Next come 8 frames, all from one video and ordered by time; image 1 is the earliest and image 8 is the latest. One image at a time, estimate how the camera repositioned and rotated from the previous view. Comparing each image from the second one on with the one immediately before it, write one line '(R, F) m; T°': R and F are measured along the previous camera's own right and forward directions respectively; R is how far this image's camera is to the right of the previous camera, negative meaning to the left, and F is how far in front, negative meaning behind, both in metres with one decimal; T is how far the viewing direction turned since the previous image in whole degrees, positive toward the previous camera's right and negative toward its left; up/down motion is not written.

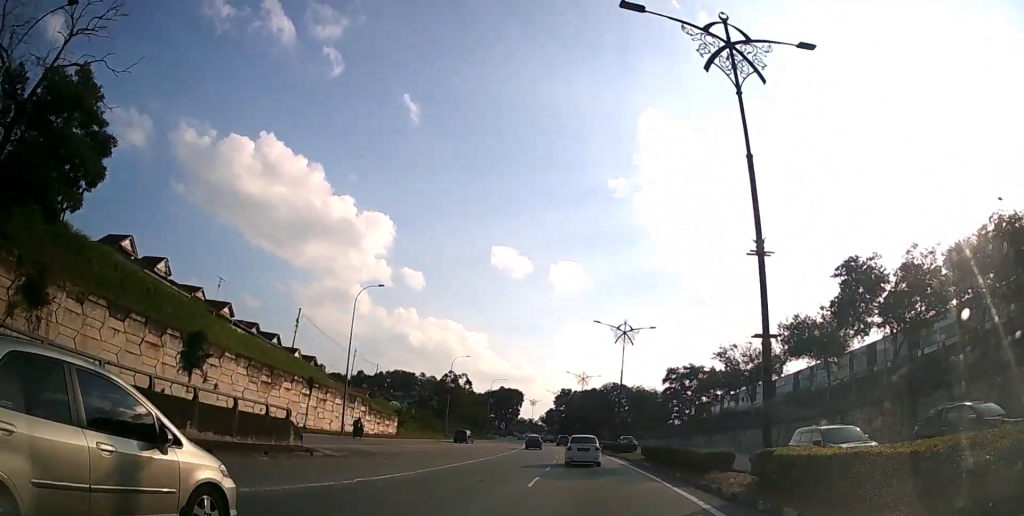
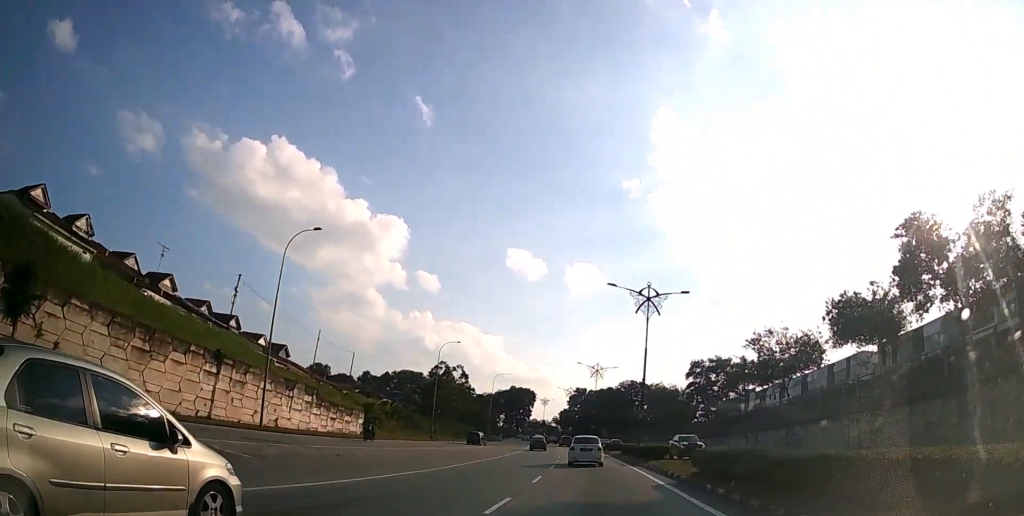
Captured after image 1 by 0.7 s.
(-0.1, +13.6) m; -2°
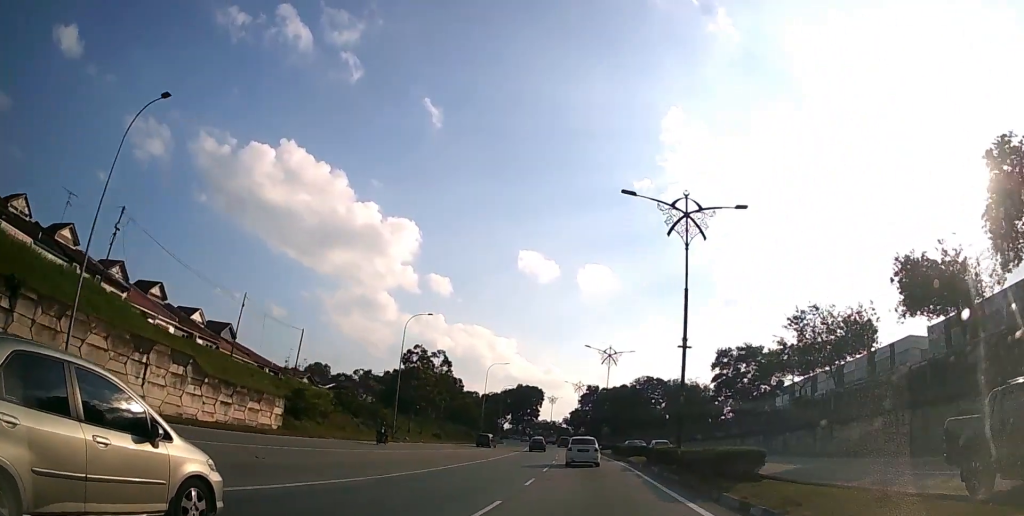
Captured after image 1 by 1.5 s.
(-0.4, +16.0) m; -2°
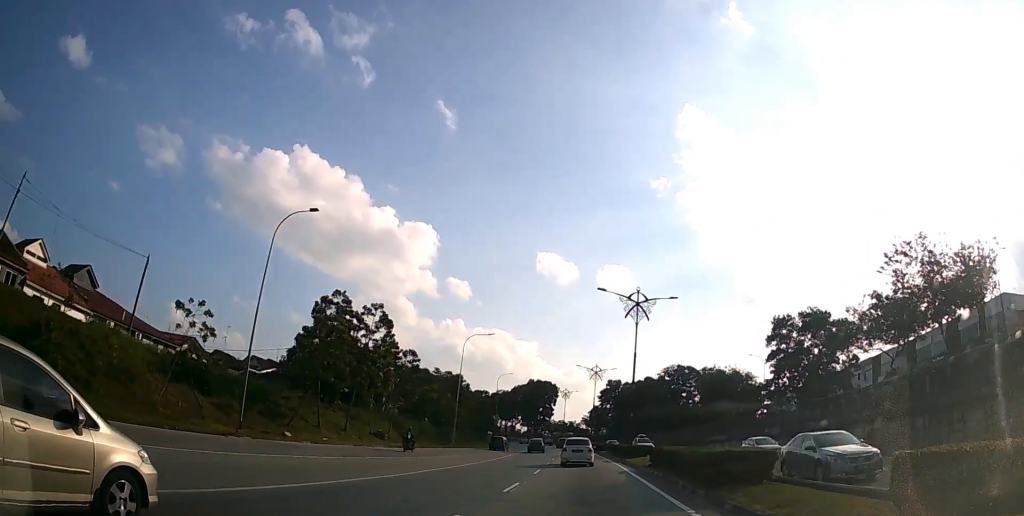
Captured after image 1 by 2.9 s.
(-0.4, +25.9) m; -2°
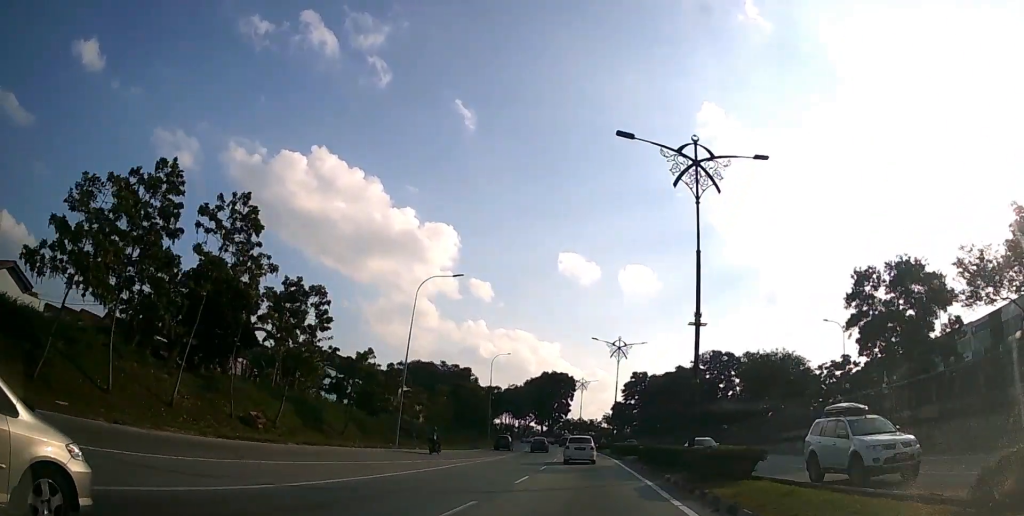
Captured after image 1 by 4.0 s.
(-0.6, +22.2) m; -3°
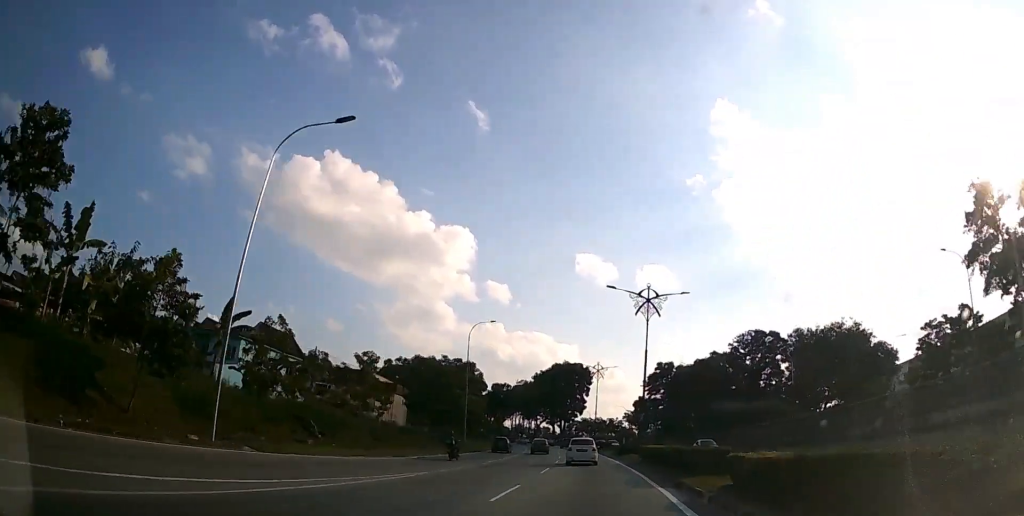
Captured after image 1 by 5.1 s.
(-0.4, +21.3) m; -1°
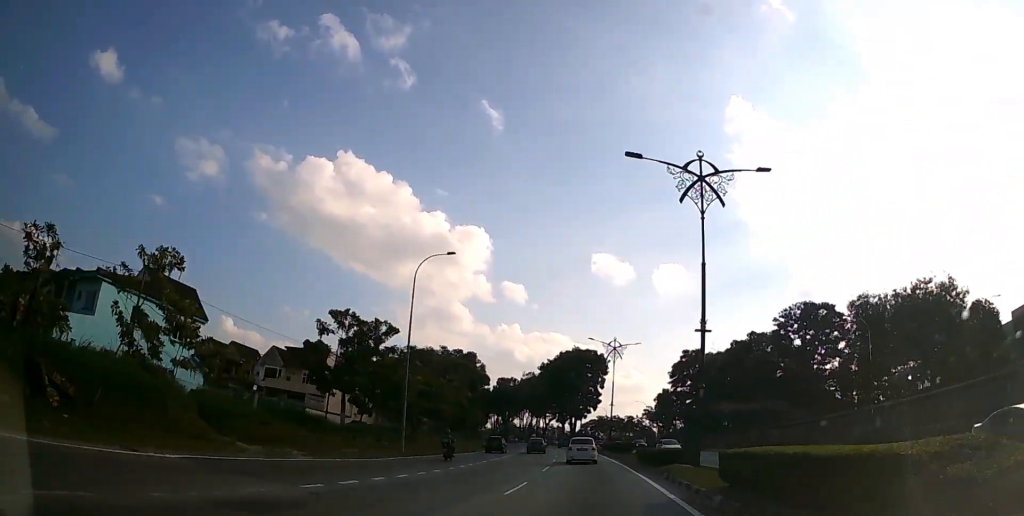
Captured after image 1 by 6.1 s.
(-0.2, +20.1) m; -1°
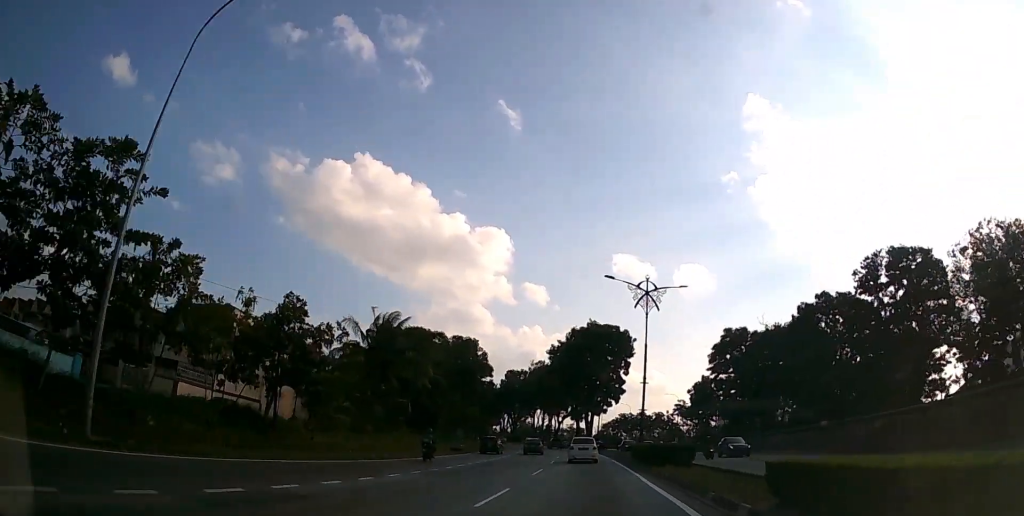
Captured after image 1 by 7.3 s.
(-0.4, +23.3) m; -2°
